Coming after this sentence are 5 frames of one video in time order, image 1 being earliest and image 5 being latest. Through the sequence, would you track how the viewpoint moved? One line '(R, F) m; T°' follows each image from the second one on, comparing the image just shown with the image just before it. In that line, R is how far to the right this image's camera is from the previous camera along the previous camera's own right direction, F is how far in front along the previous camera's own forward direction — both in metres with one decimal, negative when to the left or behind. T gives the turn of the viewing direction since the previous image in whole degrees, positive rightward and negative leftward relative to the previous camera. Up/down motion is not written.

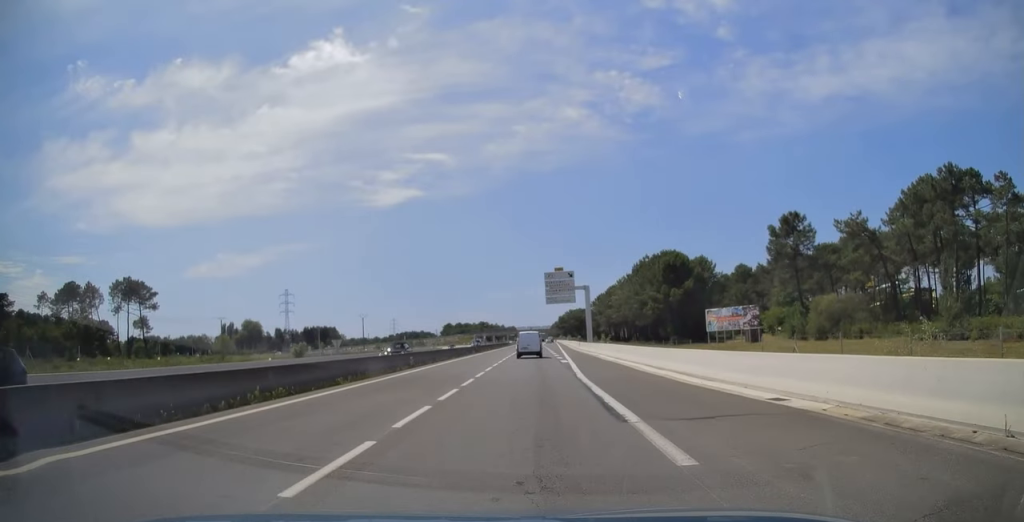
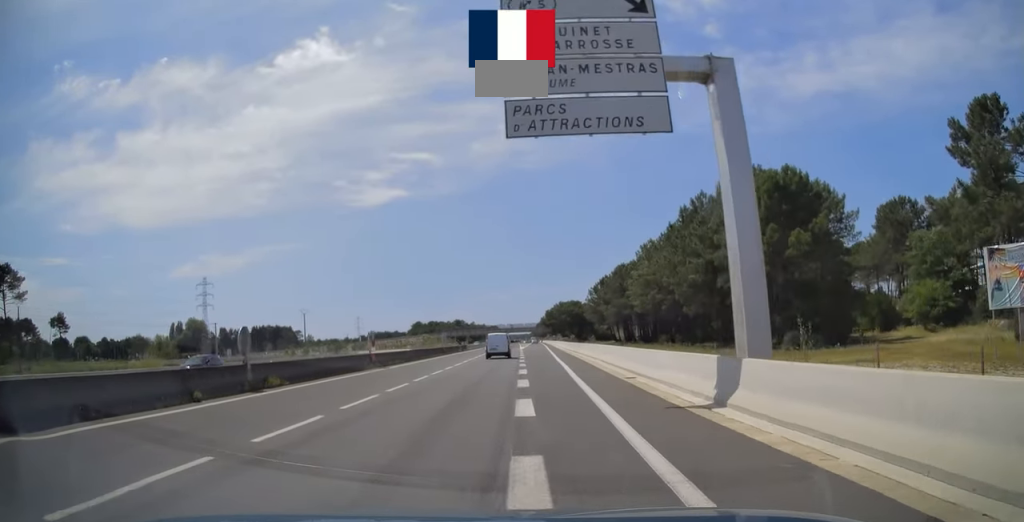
(+0.3, +61.8) m; +1°
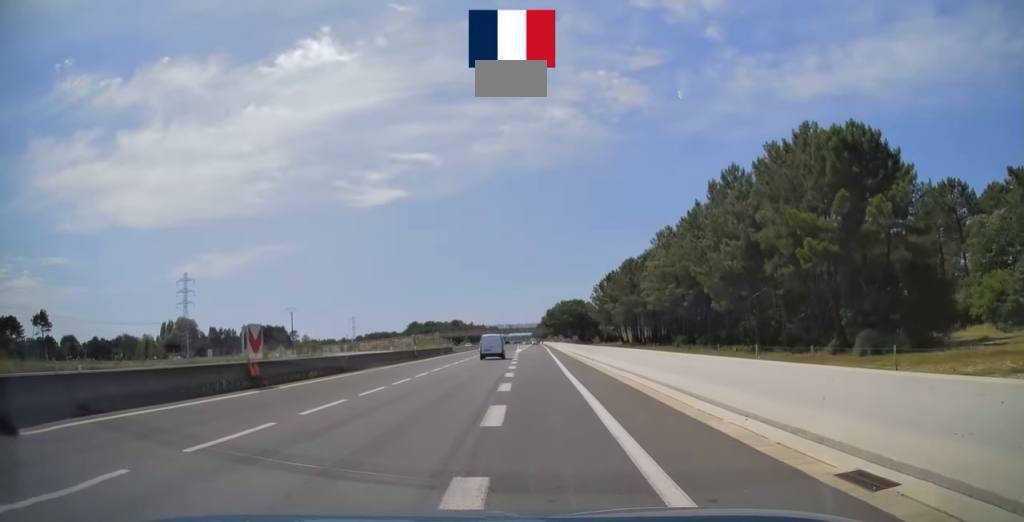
(0.0, +13.9) m; 0°
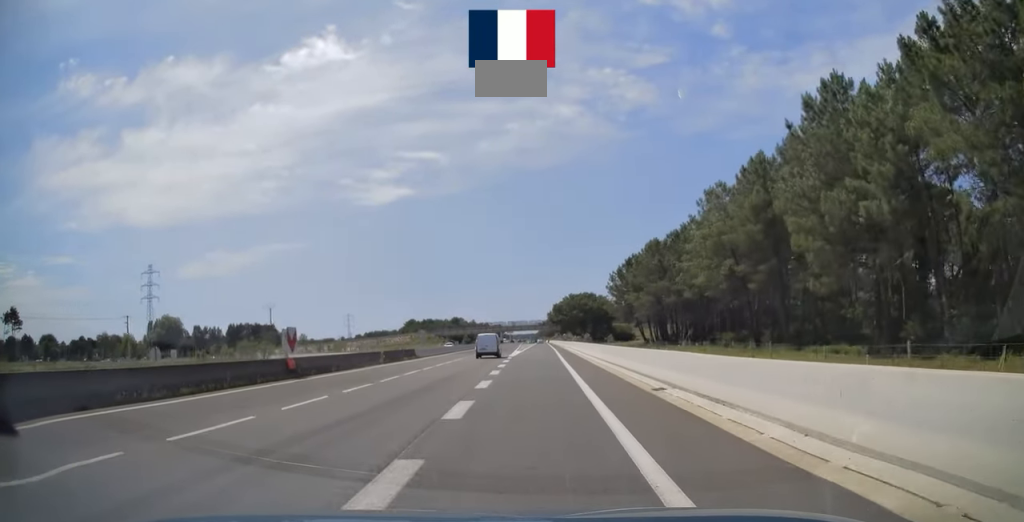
(+0.2, +25.1) m; +1°
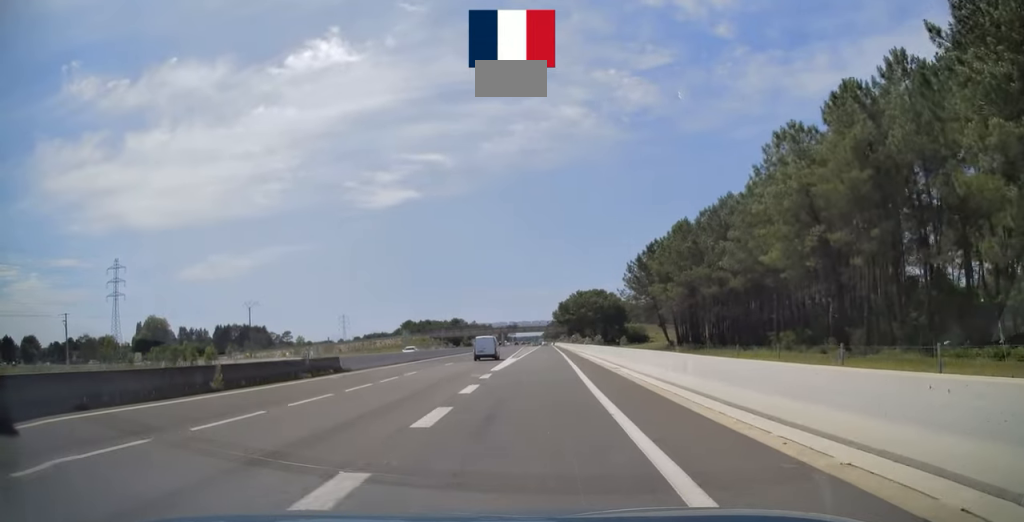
(+0.4, +20.1) m; -1°
